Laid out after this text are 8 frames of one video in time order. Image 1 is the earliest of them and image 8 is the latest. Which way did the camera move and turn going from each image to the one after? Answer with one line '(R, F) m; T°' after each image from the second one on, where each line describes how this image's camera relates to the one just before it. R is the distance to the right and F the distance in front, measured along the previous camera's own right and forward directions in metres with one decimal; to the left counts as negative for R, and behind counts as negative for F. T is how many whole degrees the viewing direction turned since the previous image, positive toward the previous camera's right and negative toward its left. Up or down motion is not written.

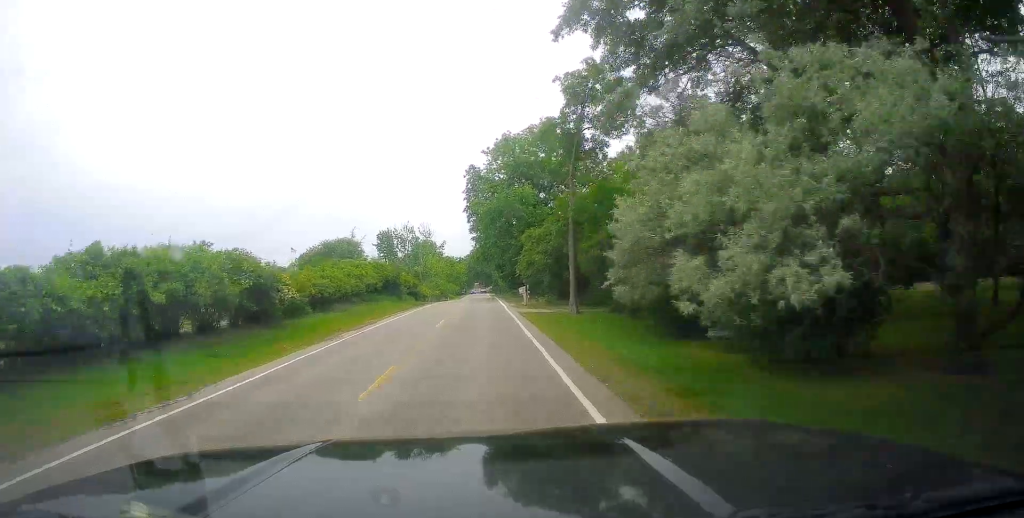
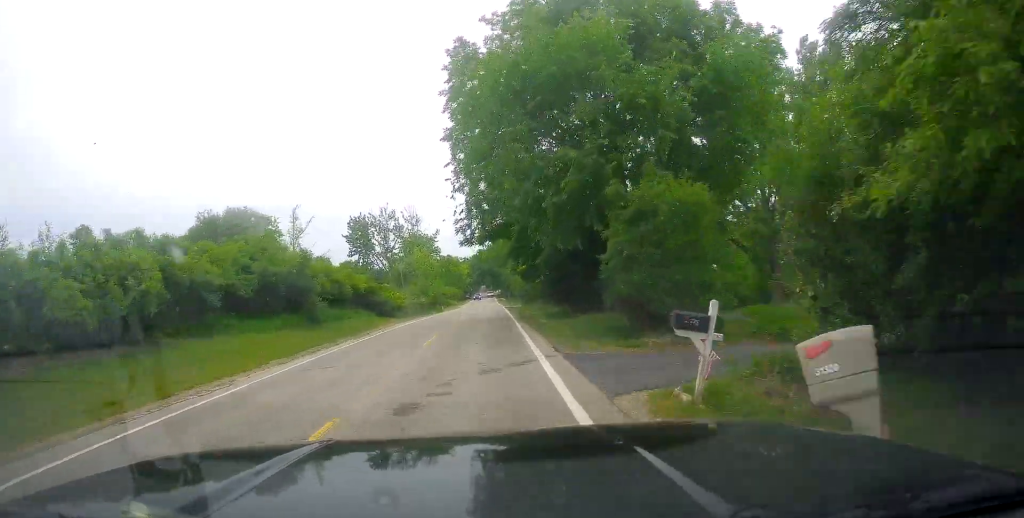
(-1.3, +36.0) m; -2°
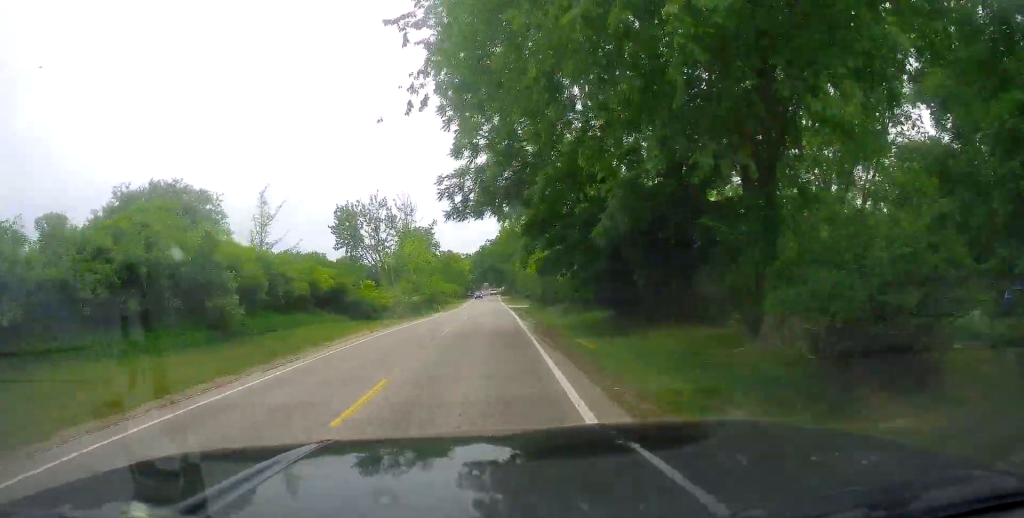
(+0.2, +11.7) m; 0°
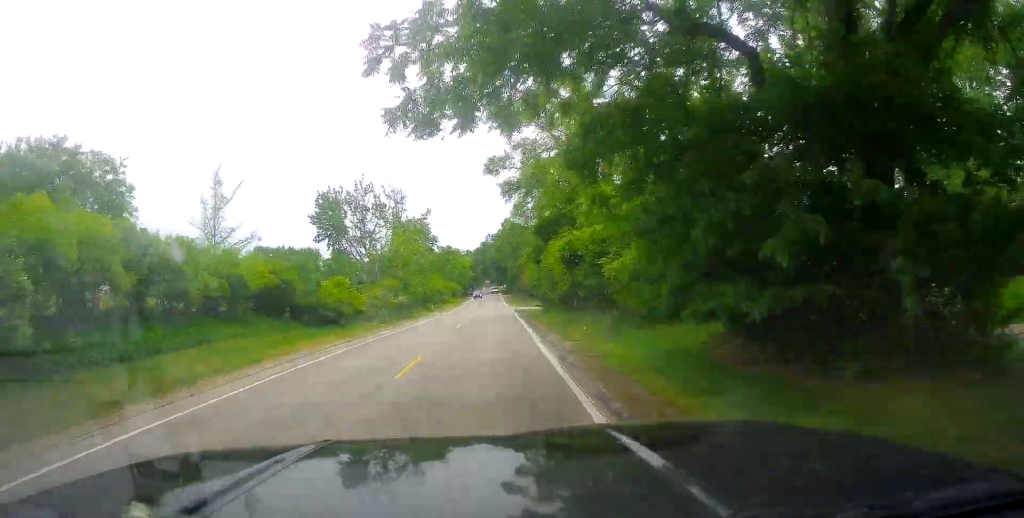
(+0.5, +11.6) m; 0°
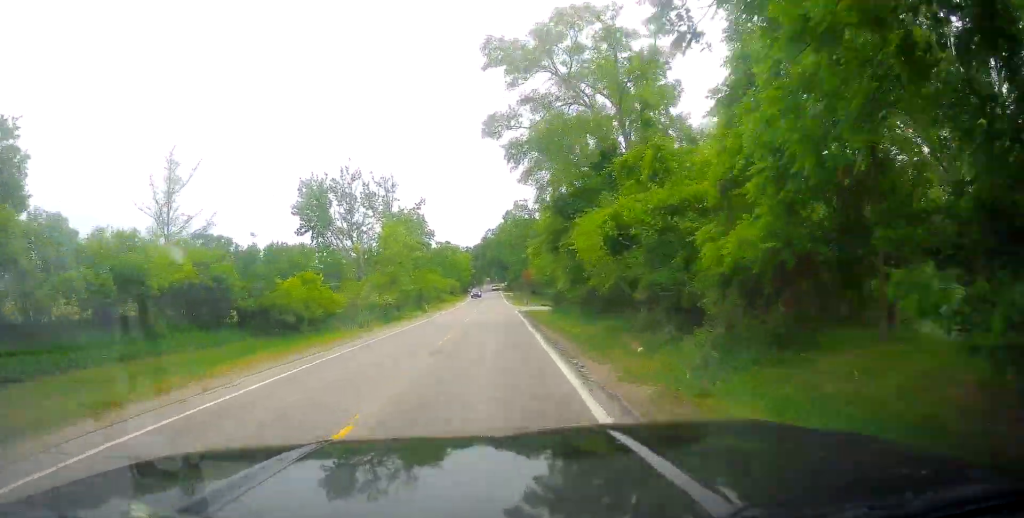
(-0.4, +8.2) m; 0°
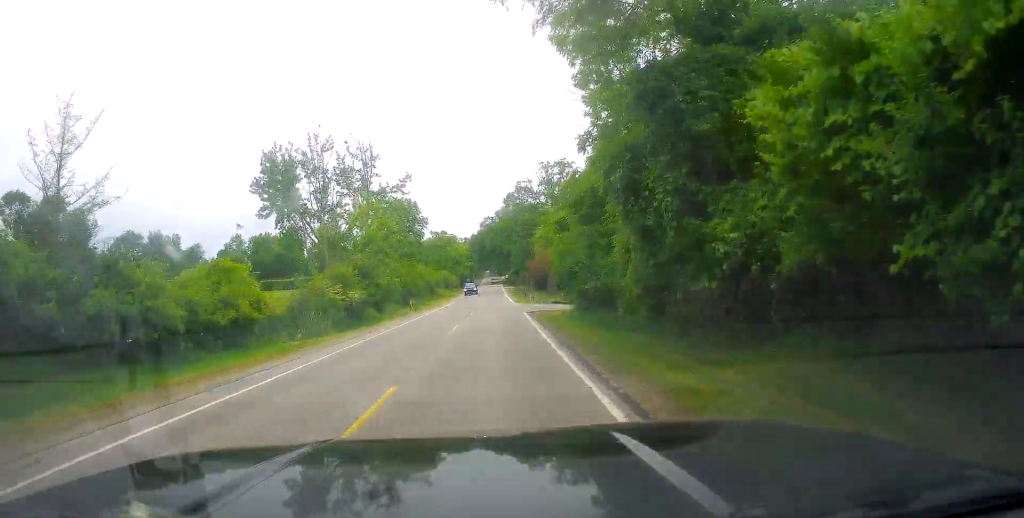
(-0.3, +13.2) m; 0°
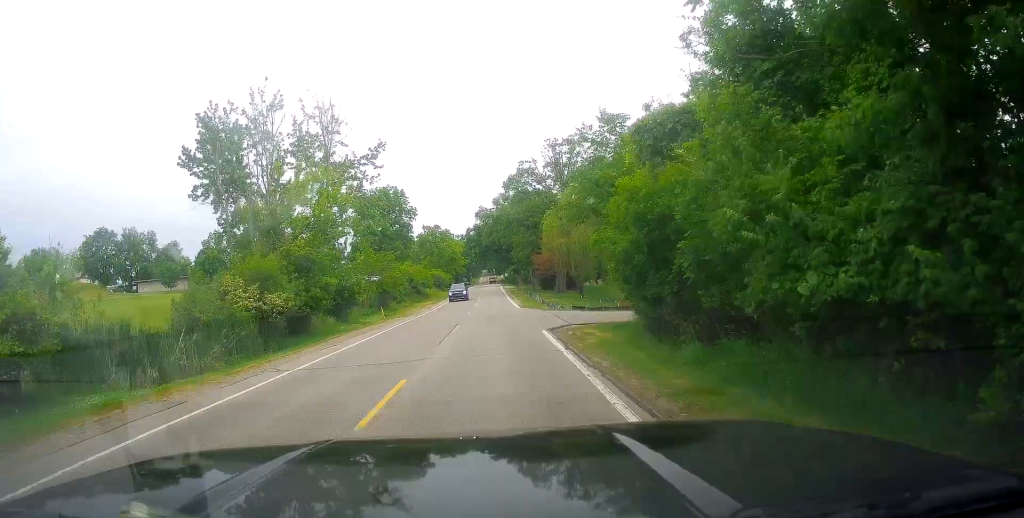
(+0.6, +14.6) m; +1°
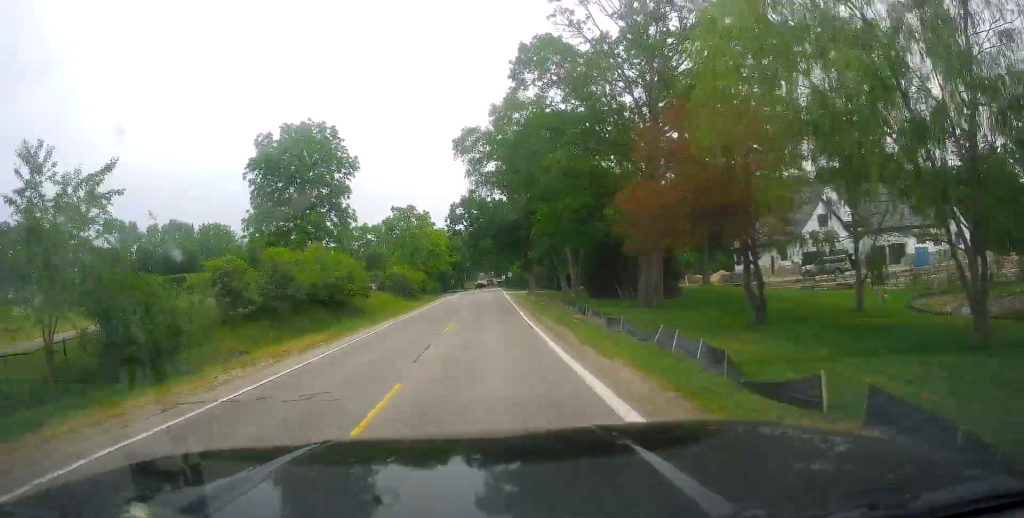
(+0.3, +45.6) m; 0°
